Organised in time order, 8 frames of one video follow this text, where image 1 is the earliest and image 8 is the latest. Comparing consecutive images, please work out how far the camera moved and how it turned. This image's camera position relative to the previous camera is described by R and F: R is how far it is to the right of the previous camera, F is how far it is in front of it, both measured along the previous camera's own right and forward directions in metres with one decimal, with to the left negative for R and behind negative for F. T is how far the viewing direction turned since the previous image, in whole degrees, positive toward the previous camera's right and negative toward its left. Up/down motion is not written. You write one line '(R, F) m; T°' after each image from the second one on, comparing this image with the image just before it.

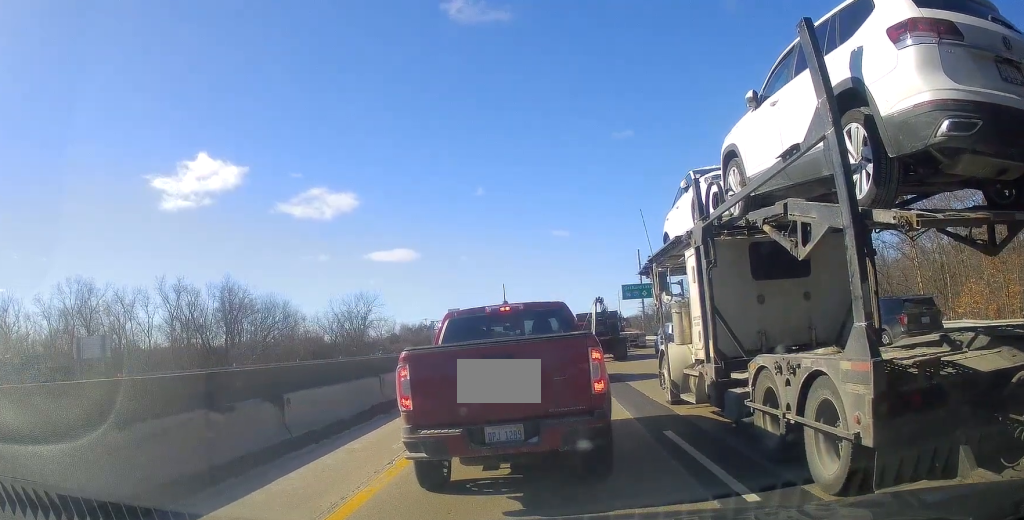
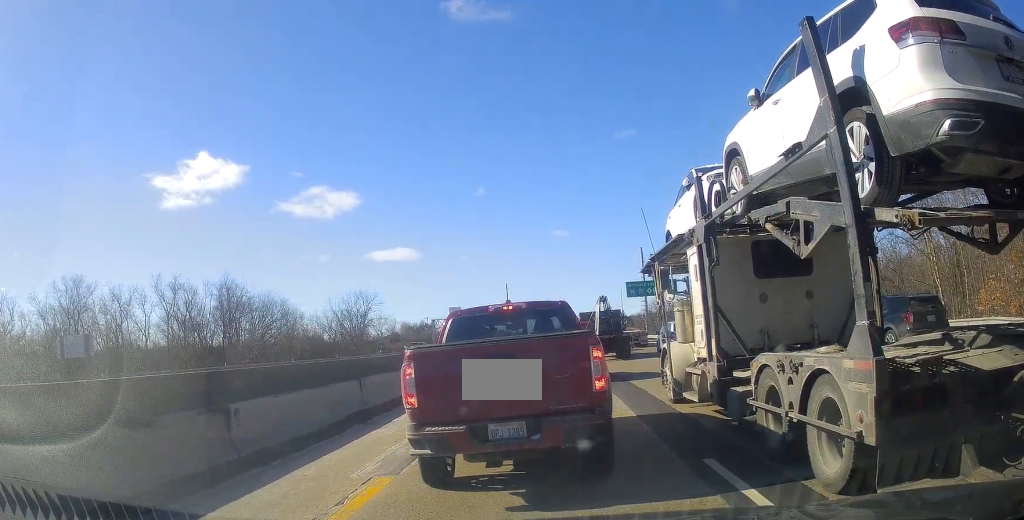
(0.0, +2.1) m; 0°
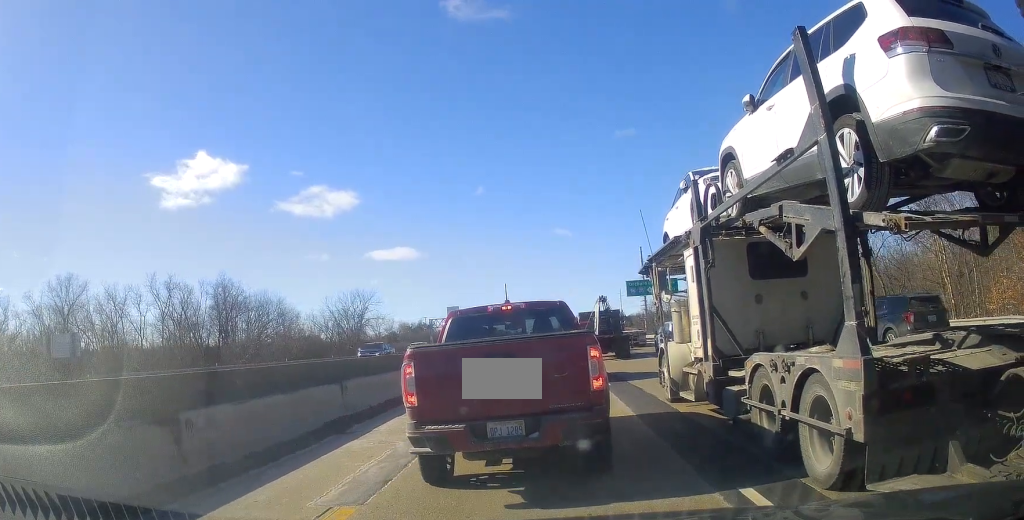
(0.0, +1.4) m; 0°
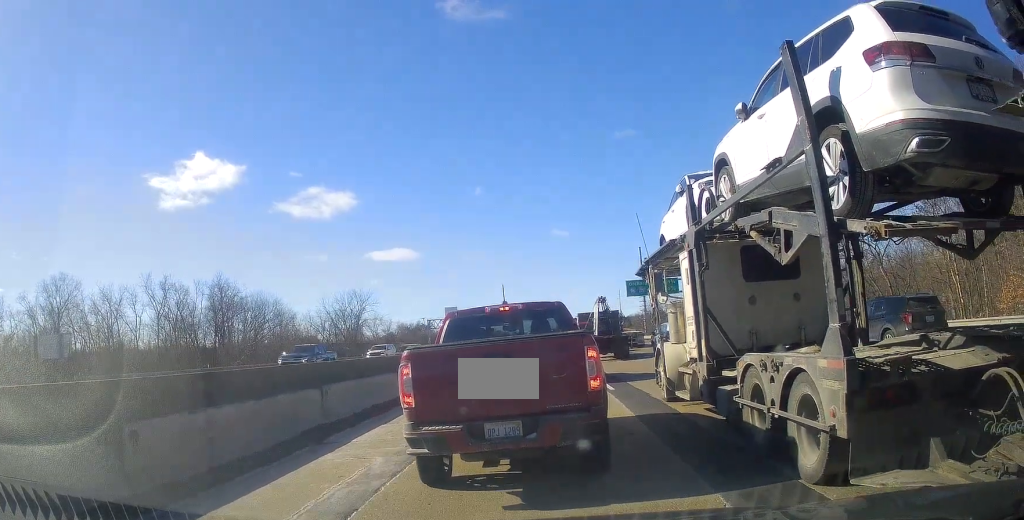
(0.0, +1.3) m; 0°
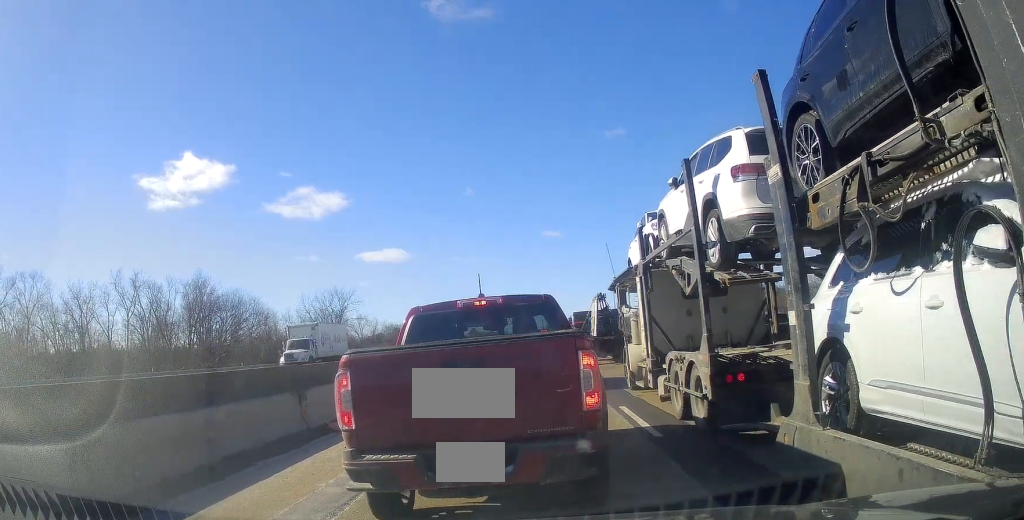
(0.0, +6.9) m; 0°
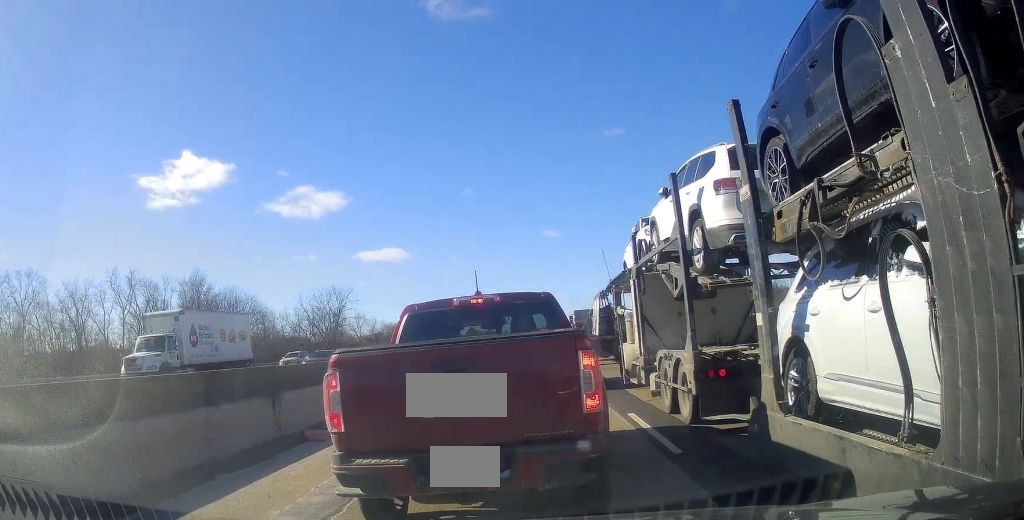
(0.0, +0.8) m; 0°
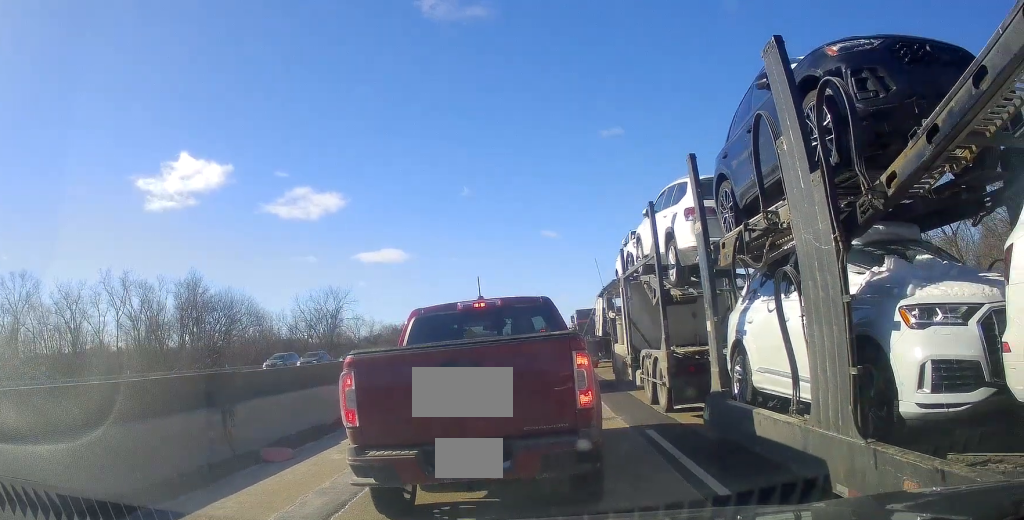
(0.0, +1.3) m; 0°
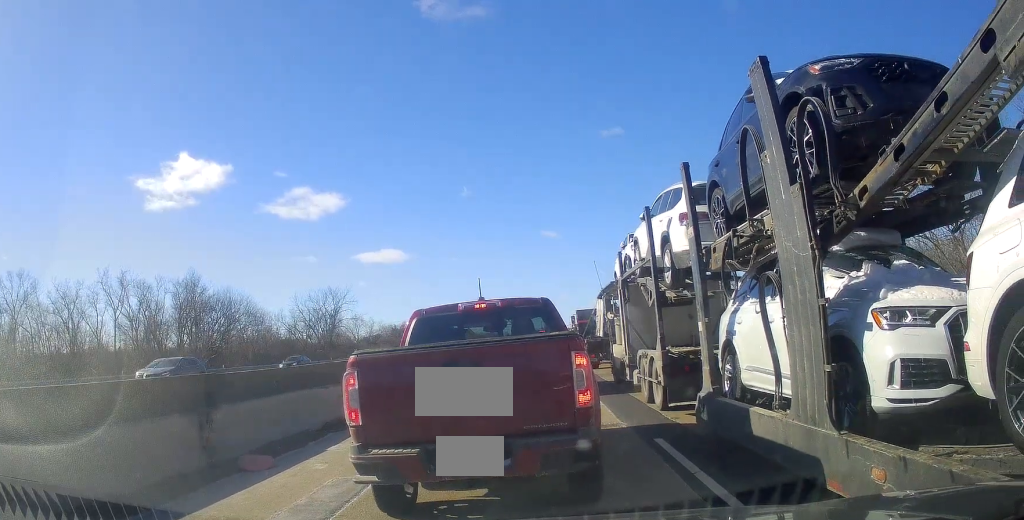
(+0.1, +0.4) m; 0°
